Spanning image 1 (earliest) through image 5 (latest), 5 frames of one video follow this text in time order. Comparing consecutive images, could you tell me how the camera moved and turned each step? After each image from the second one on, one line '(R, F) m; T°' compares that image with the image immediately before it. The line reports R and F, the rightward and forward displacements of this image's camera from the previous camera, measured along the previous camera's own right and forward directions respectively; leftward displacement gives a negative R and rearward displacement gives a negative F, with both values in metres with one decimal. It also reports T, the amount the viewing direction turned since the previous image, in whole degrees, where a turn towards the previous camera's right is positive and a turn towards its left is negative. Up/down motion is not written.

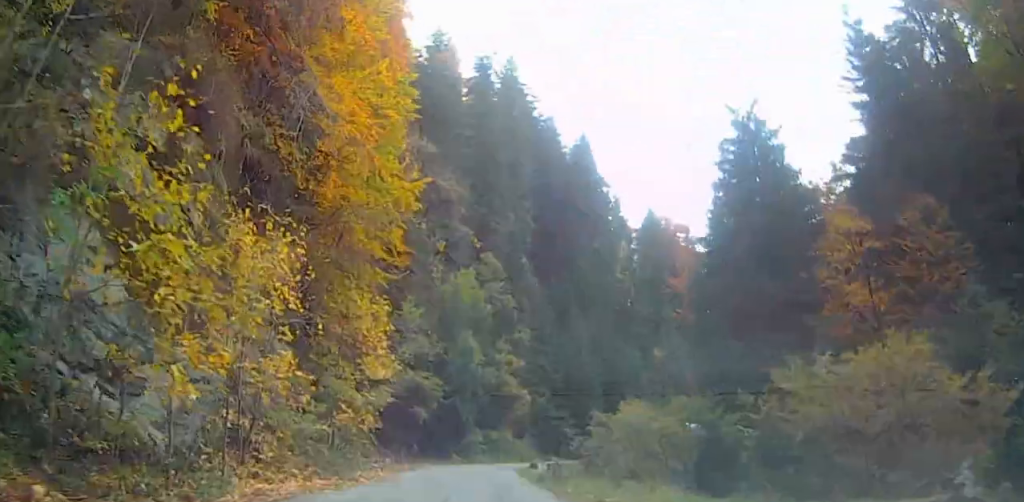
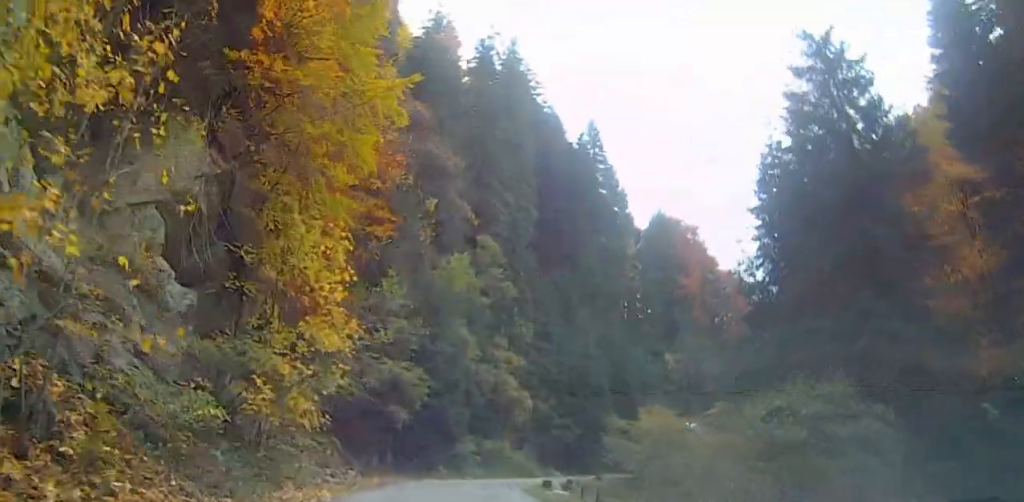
(+0.1, +9.6) m; +7°
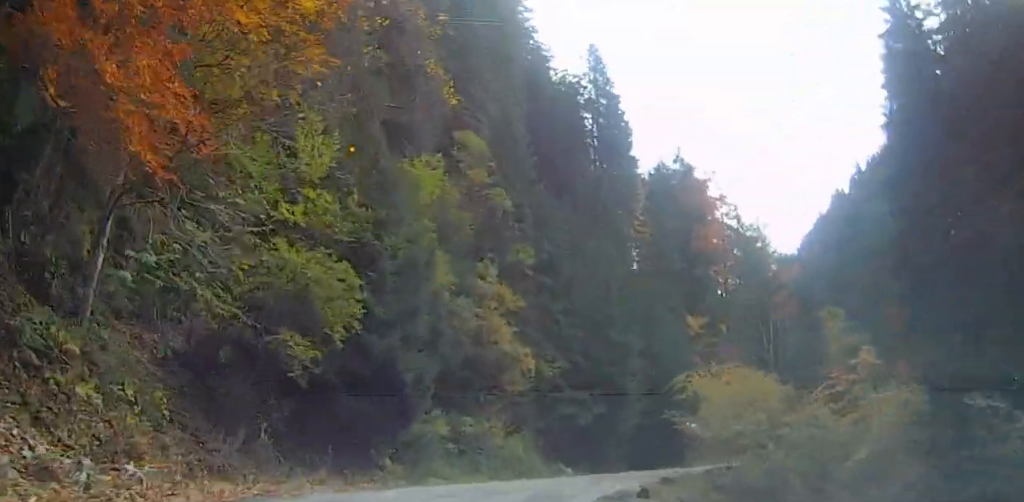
(+4.2, +22.9) m; +12°
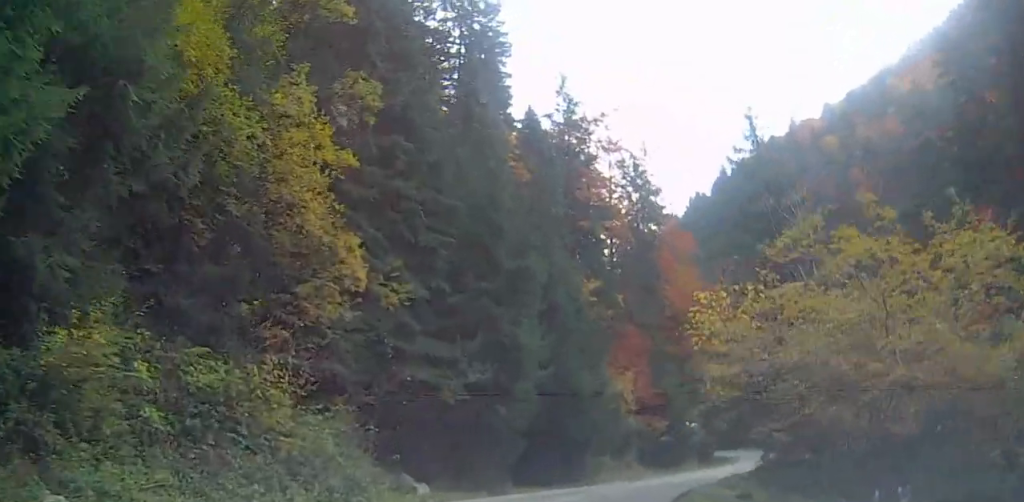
(+0.5, +22.6) m; +7°
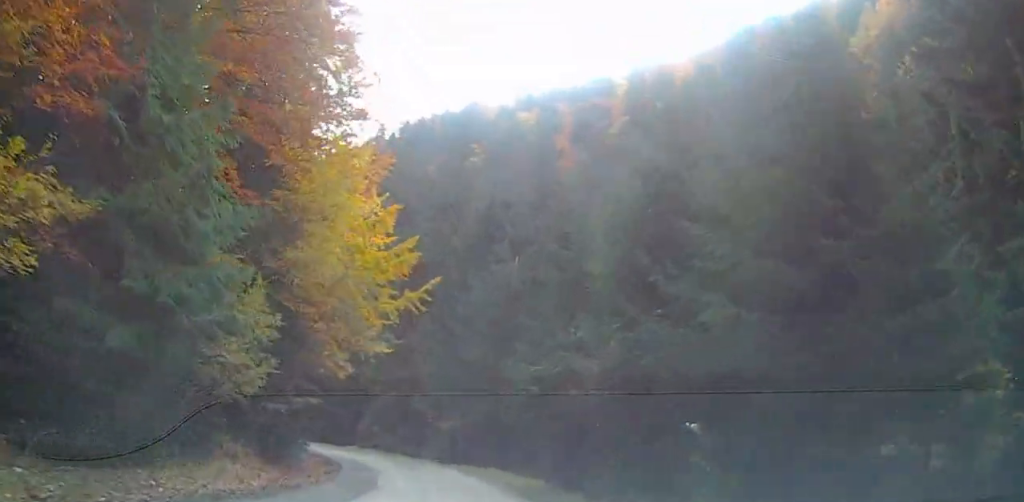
(+11.2, +43.1) m; +21°
